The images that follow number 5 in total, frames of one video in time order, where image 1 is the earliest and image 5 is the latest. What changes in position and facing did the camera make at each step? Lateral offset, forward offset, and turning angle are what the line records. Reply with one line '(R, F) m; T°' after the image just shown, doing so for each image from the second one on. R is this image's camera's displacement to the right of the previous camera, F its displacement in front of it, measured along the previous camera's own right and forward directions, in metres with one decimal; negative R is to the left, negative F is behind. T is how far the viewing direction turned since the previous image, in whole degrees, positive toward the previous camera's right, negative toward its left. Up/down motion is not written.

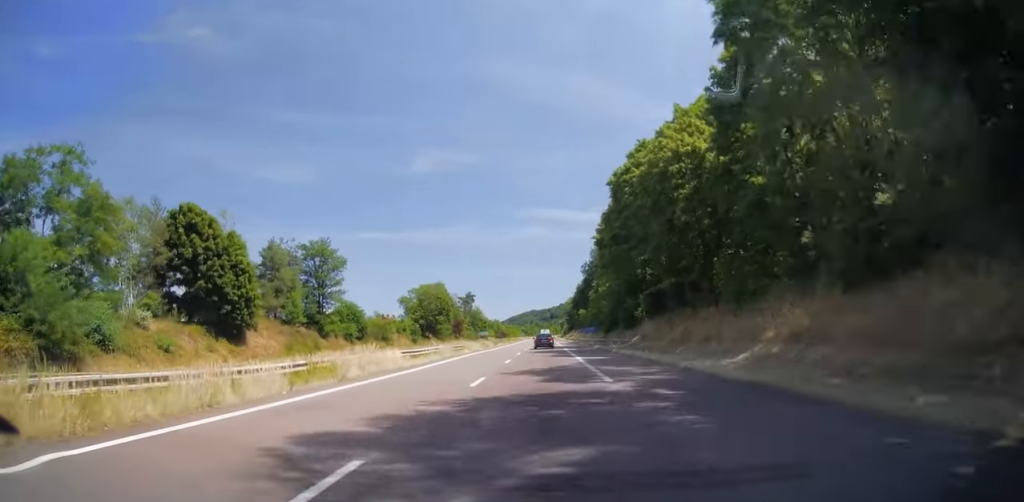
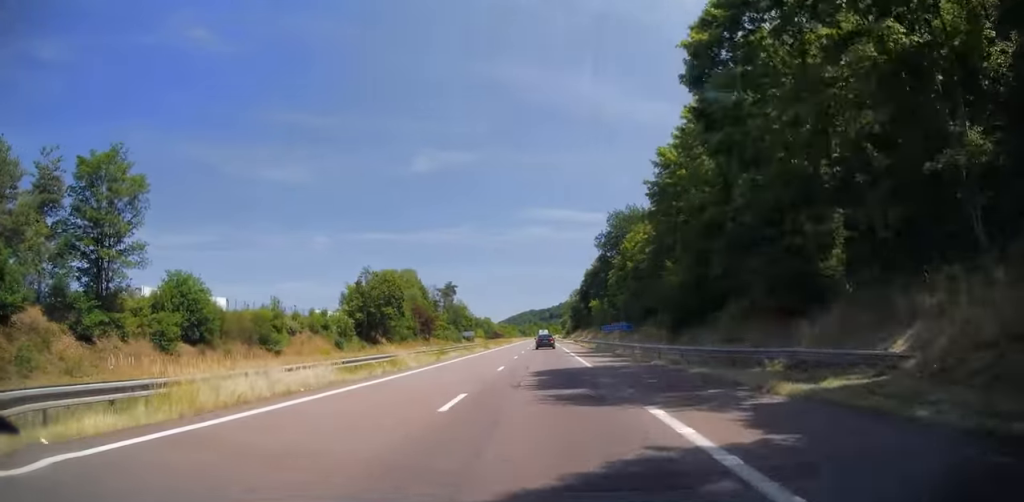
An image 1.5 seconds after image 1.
(0.0, +44.7) m; 0°
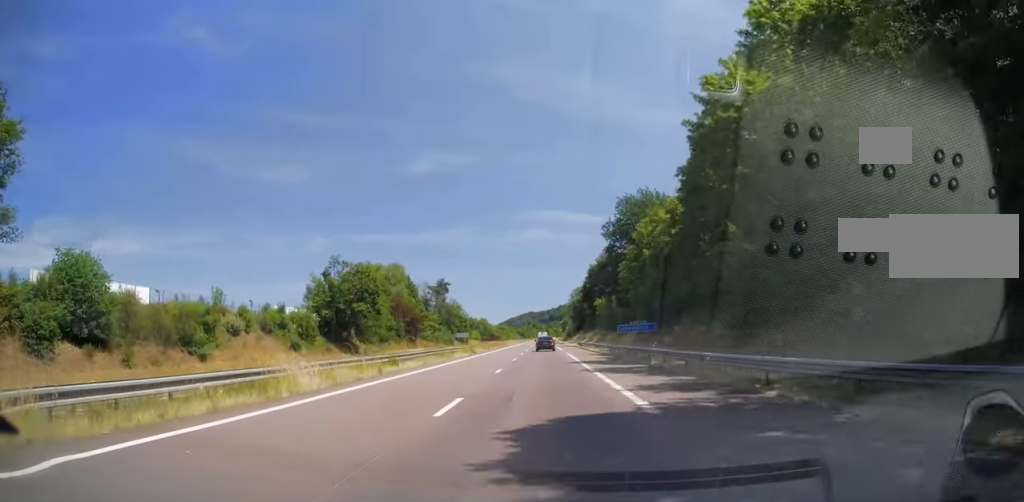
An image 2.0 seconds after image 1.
(0.0, +13.7) m; 0°
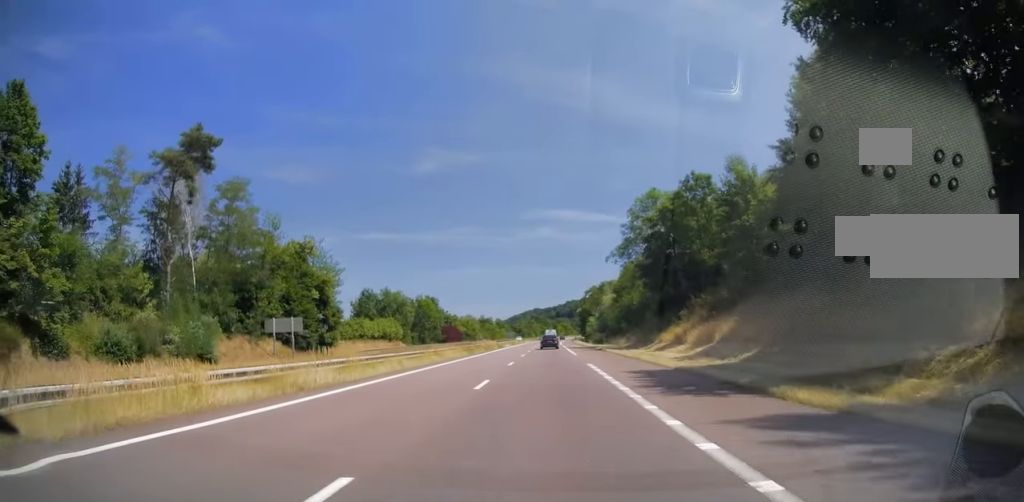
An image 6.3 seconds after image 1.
(-0.3, +126.3) m; 0°
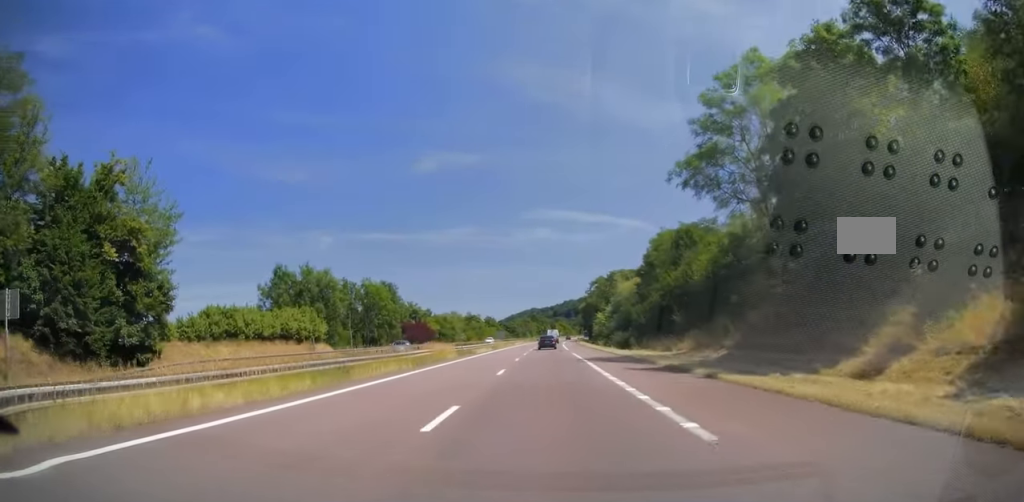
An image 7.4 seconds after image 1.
(0.0, +33.3) m; 0°
